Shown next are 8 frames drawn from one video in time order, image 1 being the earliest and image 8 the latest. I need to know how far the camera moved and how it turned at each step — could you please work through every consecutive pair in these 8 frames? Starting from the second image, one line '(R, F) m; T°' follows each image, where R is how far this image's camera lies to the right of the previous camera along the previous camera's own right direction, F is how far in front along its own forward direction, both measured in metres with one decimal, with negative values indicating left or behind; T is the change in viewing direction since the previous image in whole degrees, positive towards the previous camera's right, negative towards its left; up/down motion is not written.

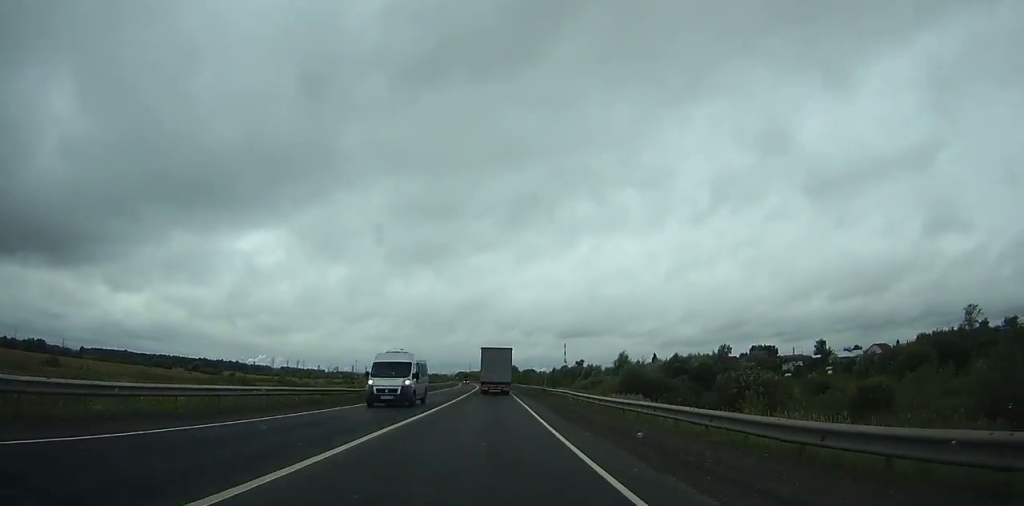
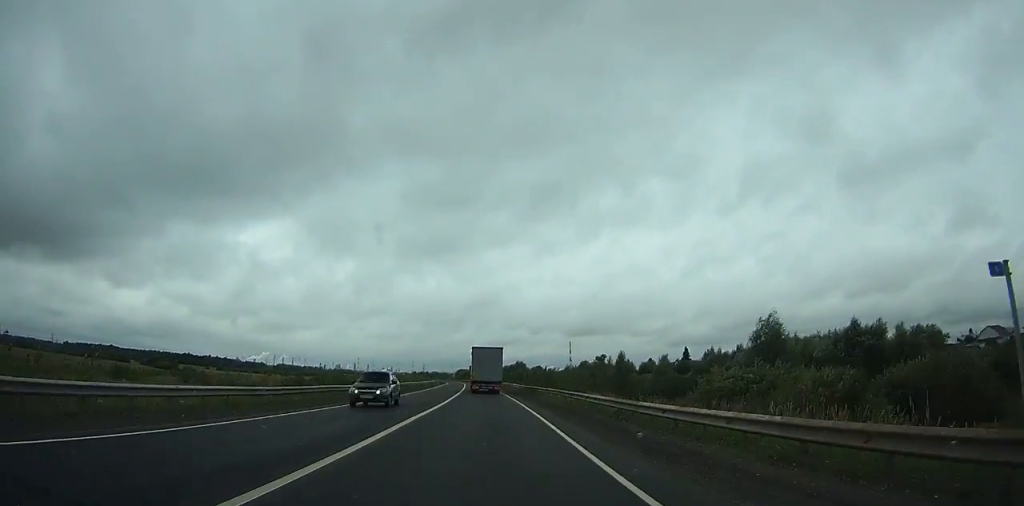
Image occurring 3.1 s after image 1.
(+0.4, +67.5) m; 0°
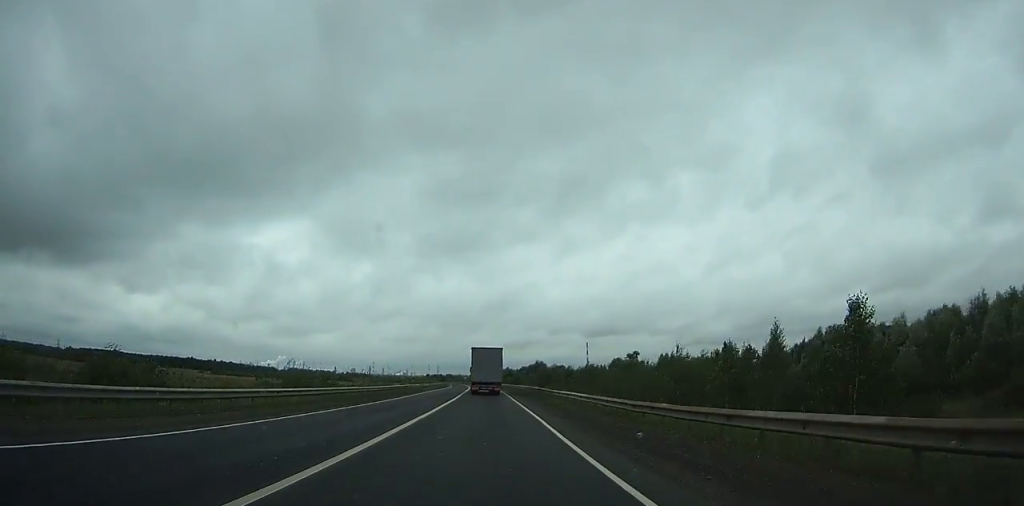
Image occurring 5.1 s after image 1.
(0.0, +42.1) m; -1°
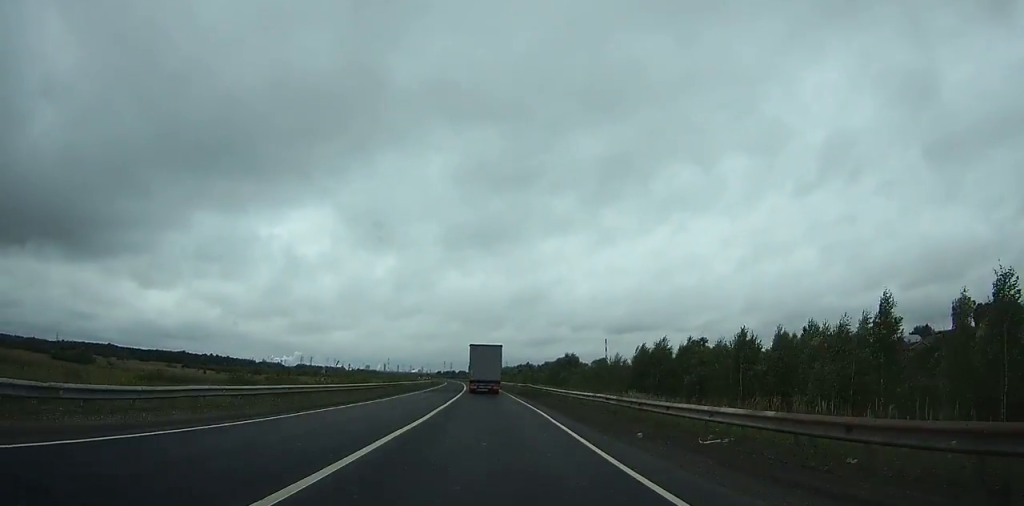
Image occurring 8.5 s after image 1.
(-1.6, +75.9) m; -2°
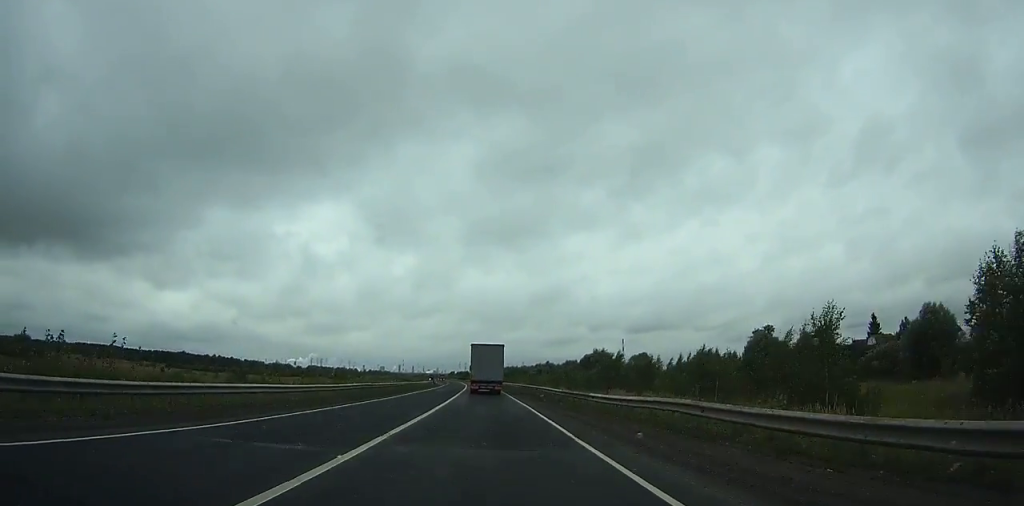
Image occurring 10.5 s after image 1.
(-0.4, +43.6) m; -1°
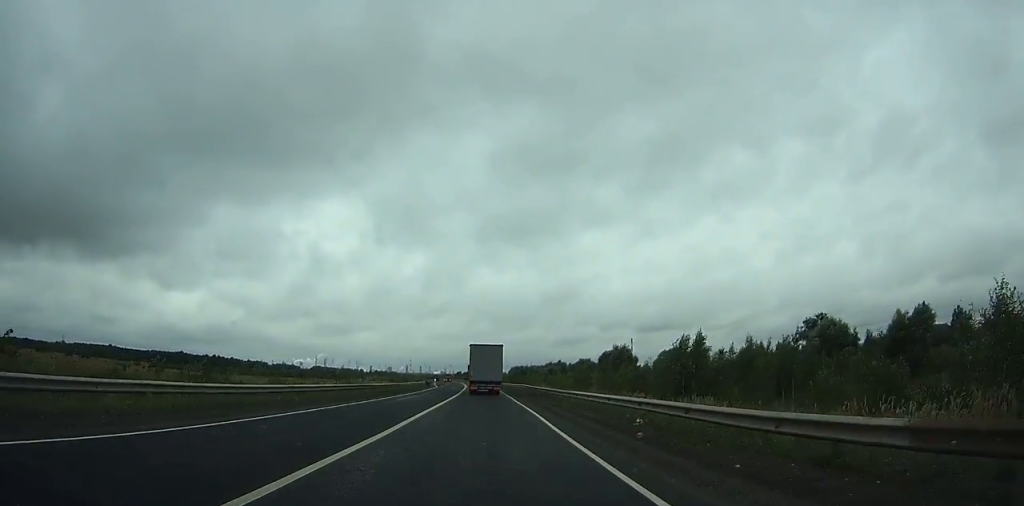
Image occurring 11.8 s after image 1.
(-0.2, +27.4) m; -1°
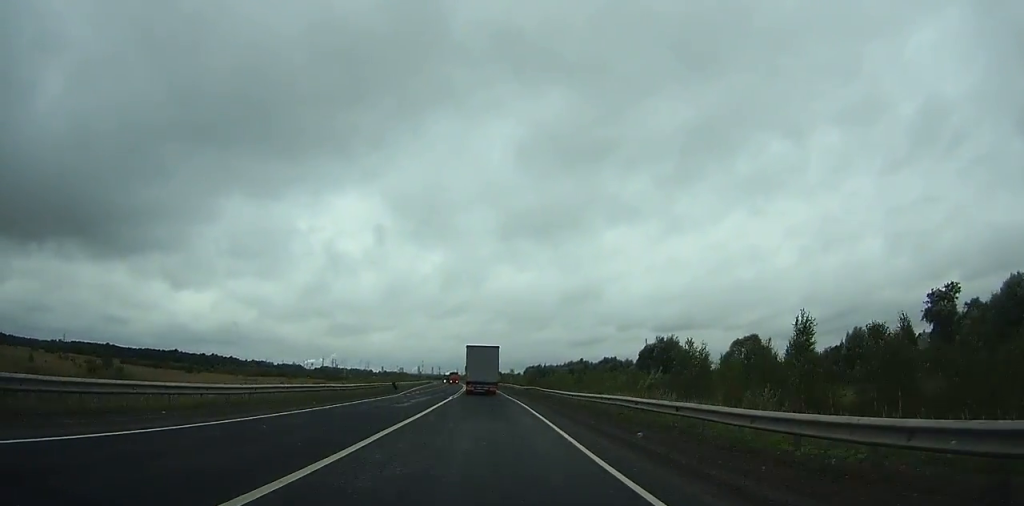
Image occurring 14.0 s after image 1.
(-0.6, +47.1) m; -1°
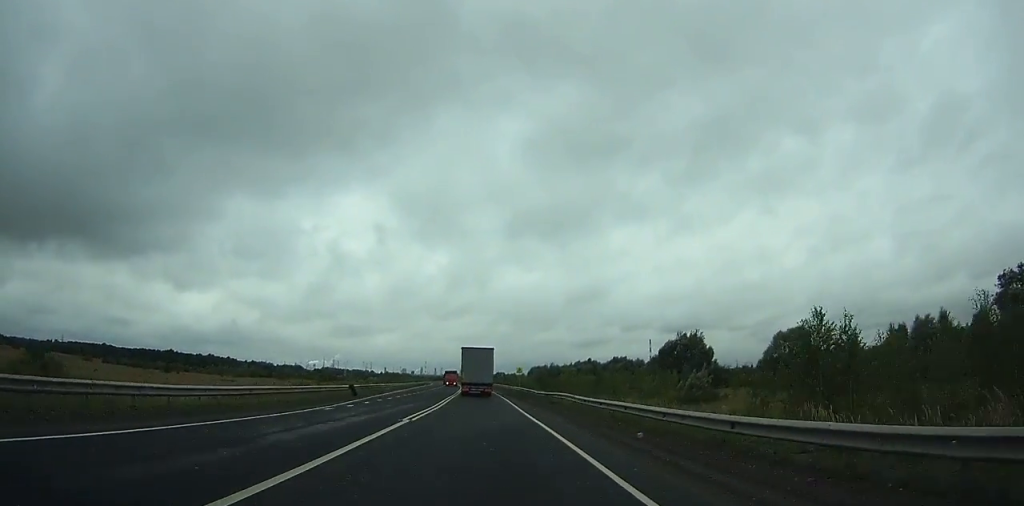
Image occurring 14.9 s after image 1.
(-0.1, +19.8) m; -1°
